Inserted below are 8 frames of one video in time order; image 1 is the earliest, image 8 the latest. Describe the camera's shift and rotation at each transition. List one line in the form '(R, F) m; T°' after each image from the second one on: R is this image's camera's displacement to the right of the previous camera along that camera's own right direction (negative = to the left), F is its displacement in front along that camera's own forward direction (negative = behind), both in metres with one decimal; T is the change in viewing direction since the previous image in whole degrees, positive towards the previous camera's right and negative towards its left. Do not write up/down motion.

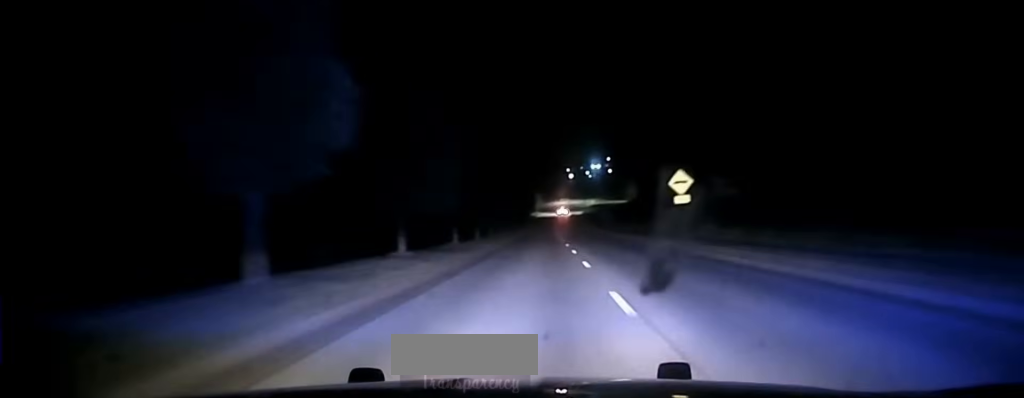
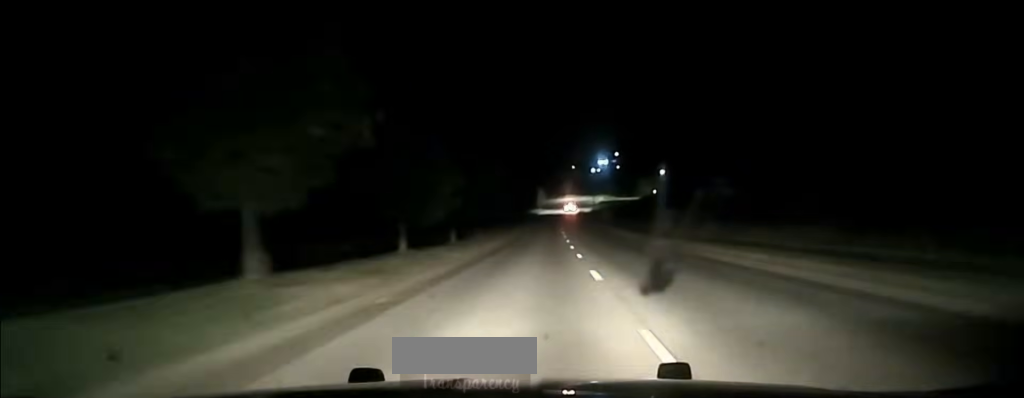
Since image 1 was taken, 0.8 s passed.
(+0.2, +36.0) m; 0°
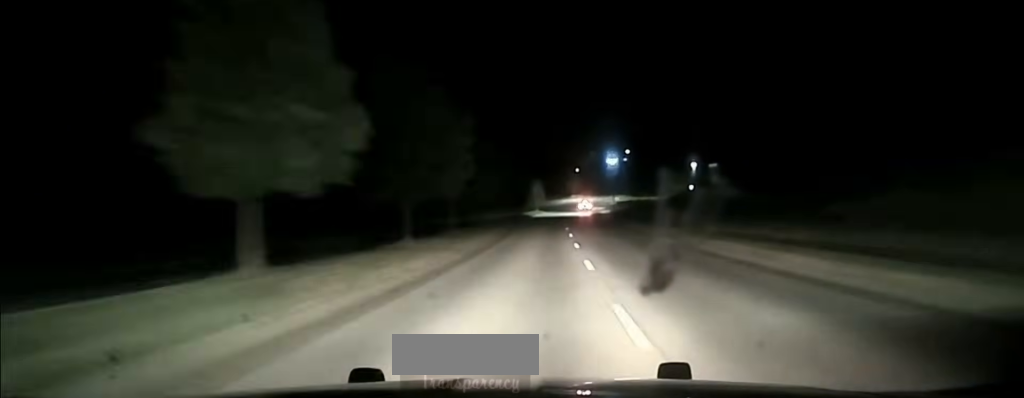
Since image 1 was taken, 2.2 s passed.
(-0.2, +63.3) m; -1°
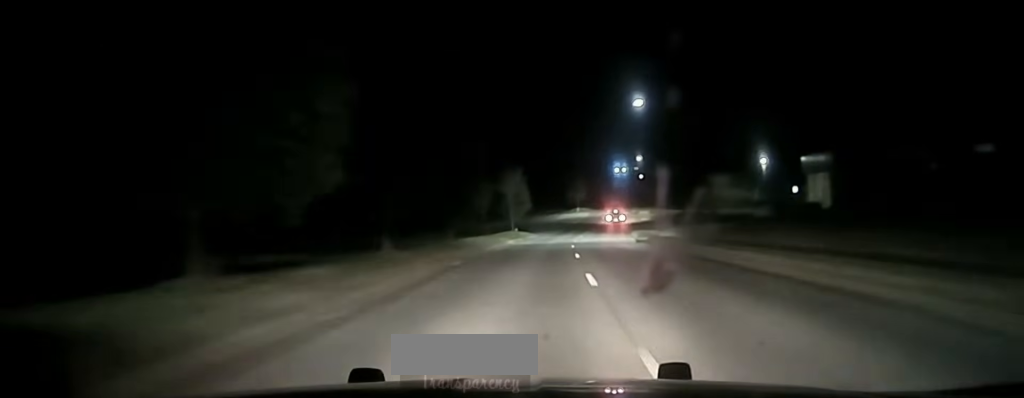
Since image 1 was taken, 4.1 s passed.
(-0.6, +70.3) m; 0°
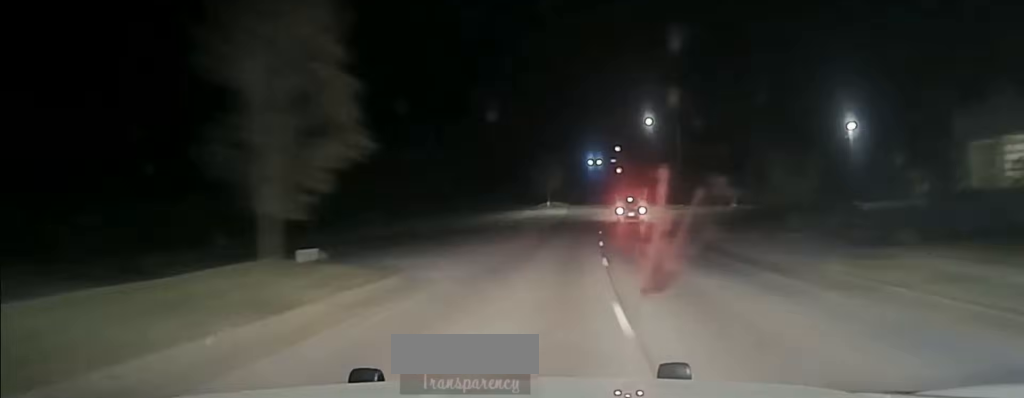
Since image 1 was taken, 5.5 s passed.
(+0.9, +51.6) m; +2°
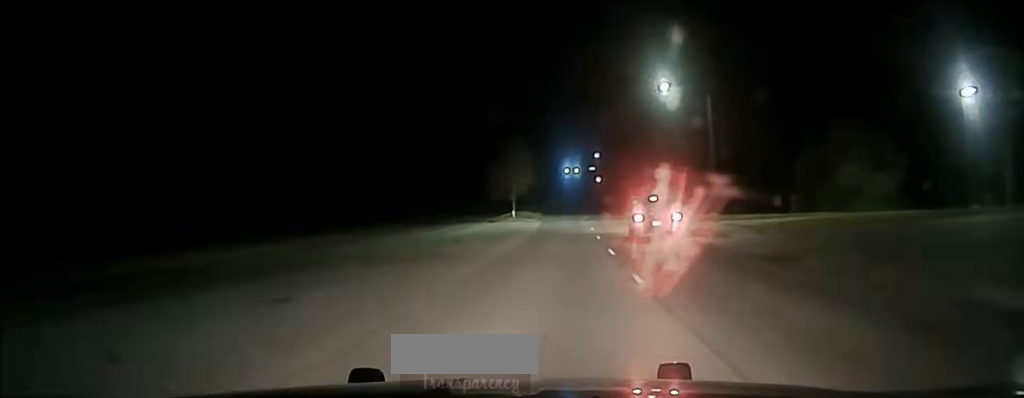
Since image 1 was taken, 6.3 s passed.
(+0.2, +31.9) m; +1°
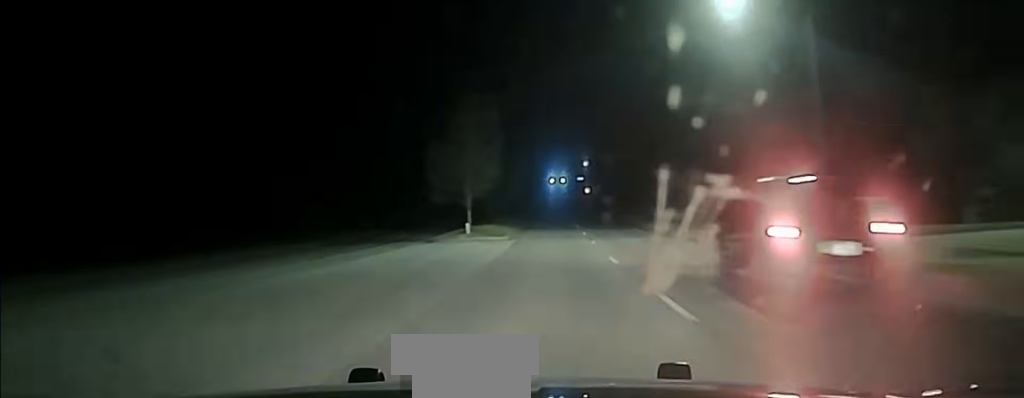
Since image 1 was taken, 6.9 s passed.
(+0.4, +28.5) m; +1°
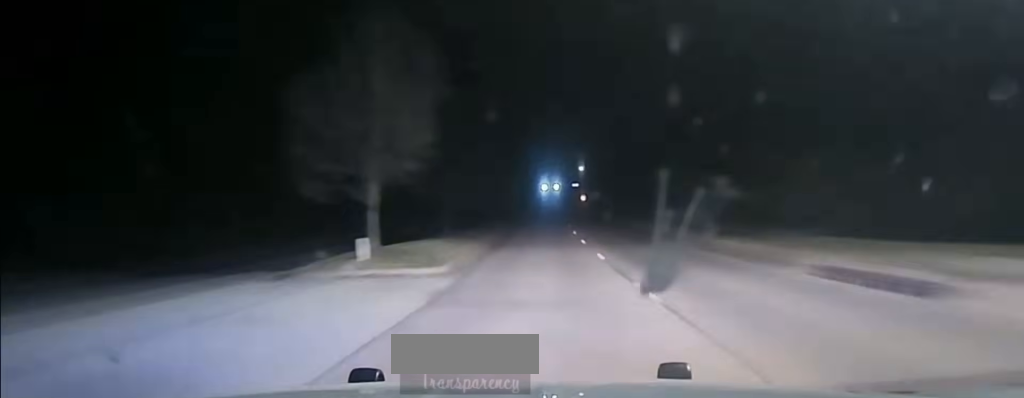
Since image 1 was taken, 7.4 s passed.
(+0.2, +24.6) m; +1°
